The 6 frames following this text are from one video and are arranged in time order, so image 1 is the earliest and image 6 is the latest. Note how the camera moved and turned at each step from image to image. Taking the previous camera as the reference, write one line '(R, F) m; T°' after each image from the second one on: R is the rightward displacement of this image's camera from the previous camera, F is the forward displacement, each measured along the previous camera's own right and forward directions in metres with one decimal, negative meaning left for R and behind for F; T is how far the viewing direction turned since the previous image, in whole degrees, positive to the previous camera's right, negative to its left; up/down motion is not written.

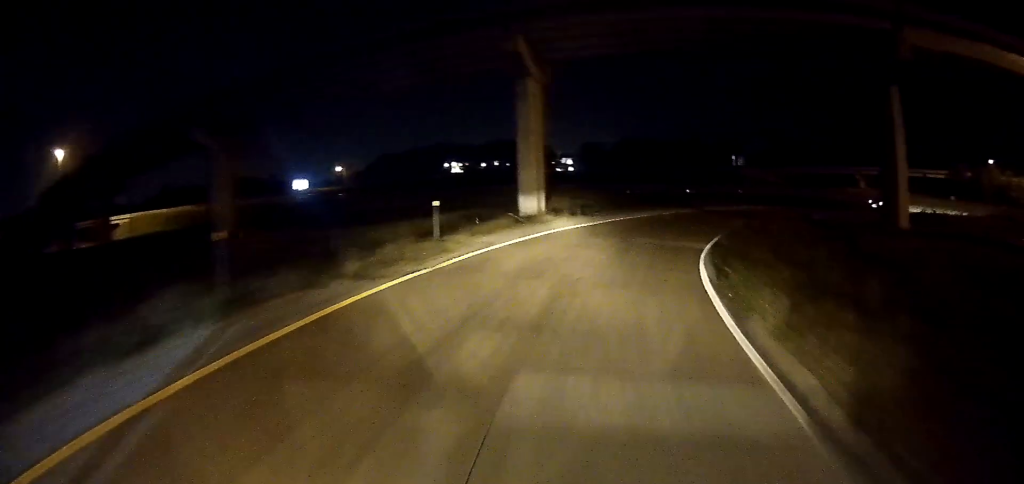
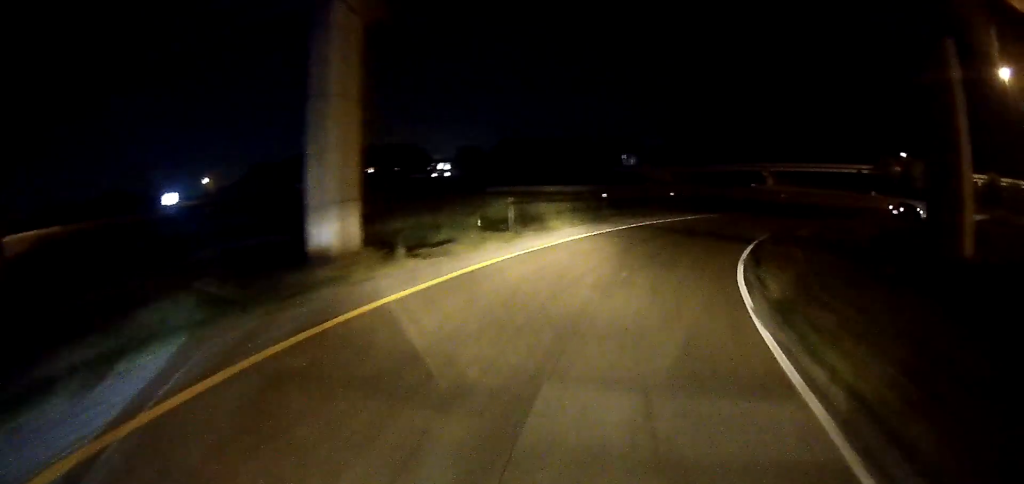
(+1.4, +17.5) m; +10°
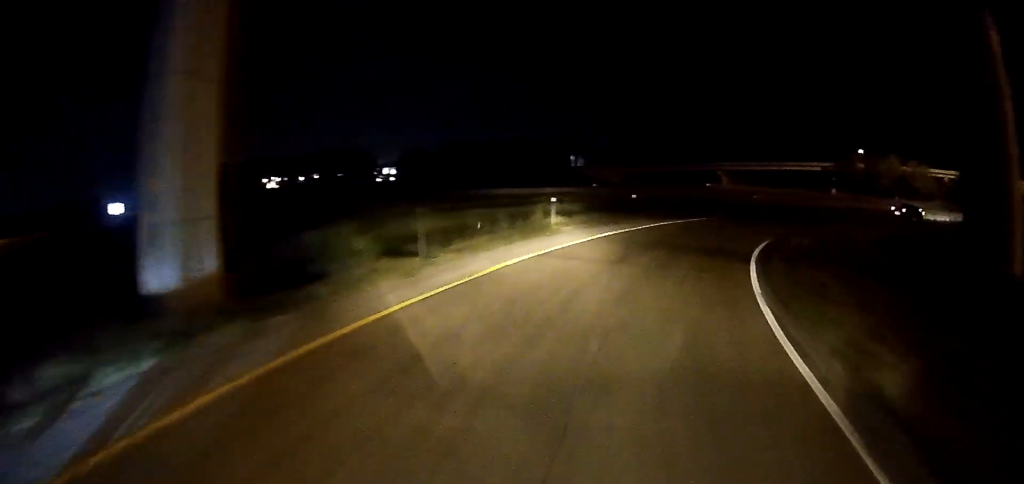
(+0.1, +6.6) m; +7°
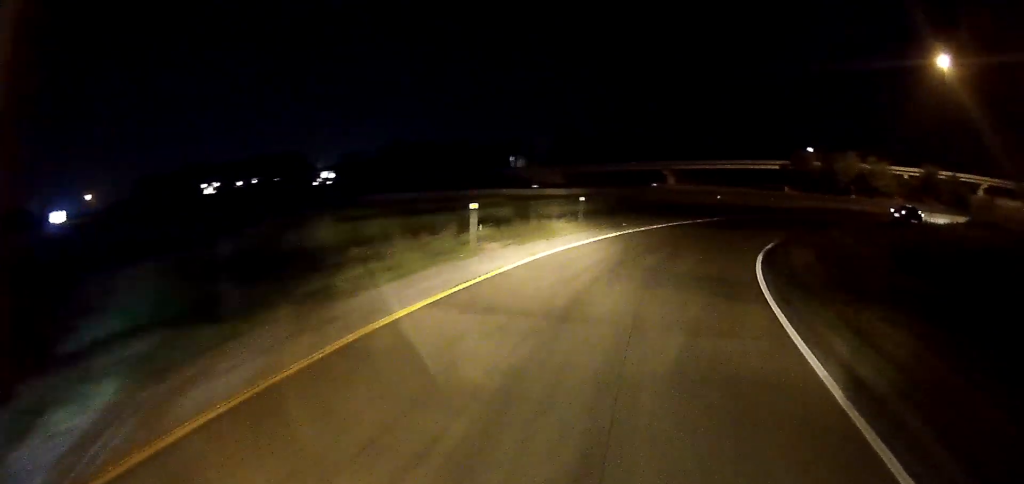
(+0.2, +6.9) m; +7°
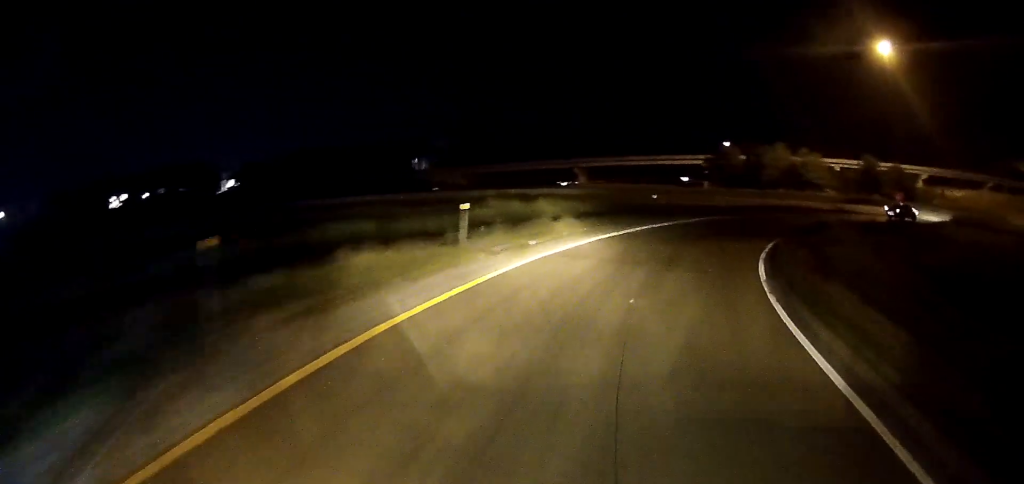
(+1.4, +10.0) m; +11°
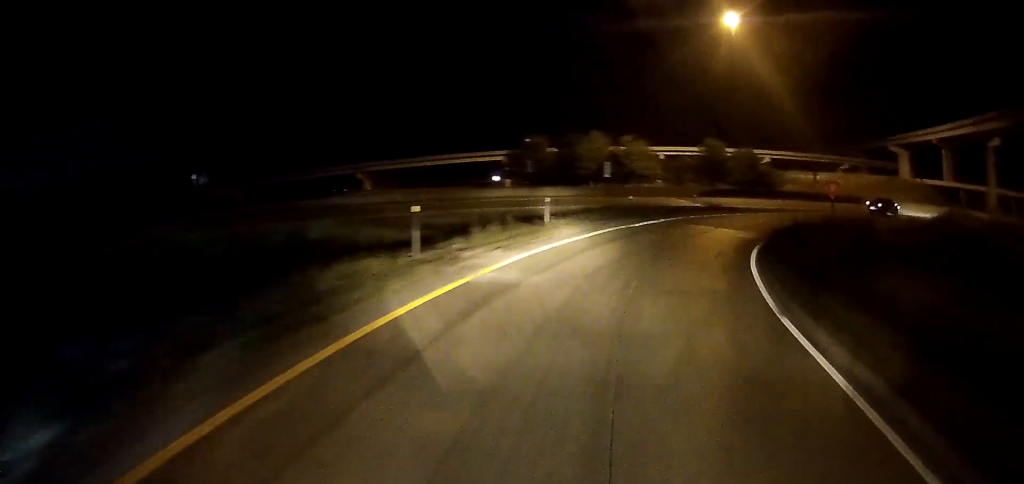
(+3.3, +21.7) m; +17°
